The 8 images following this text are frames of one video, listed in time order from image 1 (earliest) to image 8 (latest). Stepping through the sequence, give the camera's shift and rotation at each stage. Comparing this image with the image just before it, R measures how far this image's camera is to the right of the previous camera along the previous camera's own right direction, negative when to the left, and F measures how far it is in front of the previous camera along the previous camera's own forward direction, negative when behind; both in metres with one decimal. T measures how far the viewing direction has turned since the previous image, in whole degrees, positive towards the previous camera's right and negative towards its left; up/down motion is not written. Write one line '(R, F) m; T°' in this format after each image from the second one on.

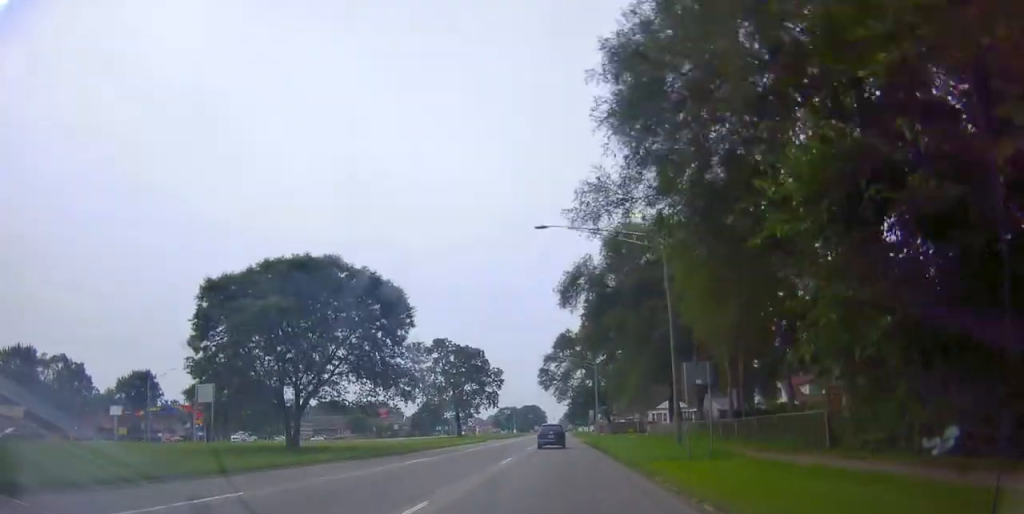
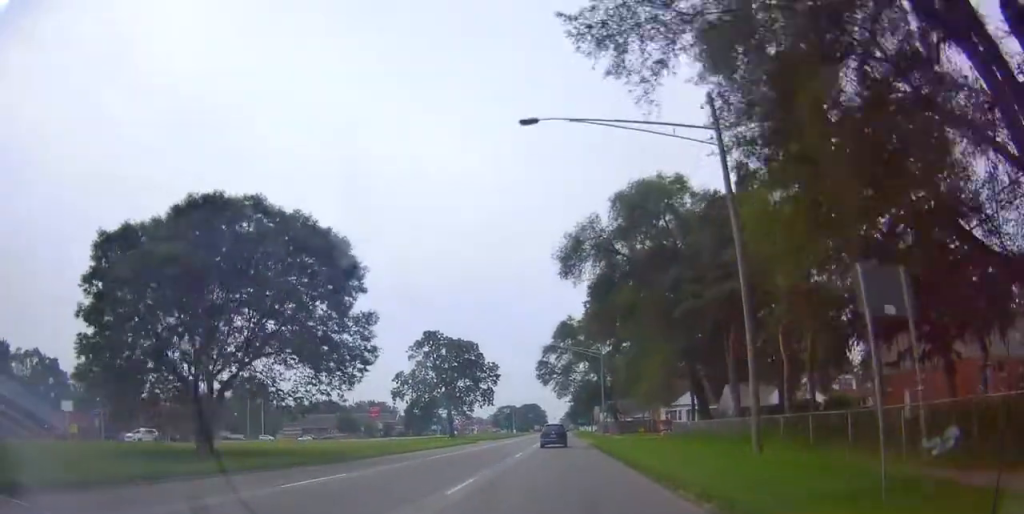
(0.0, +9.5) m; 0°
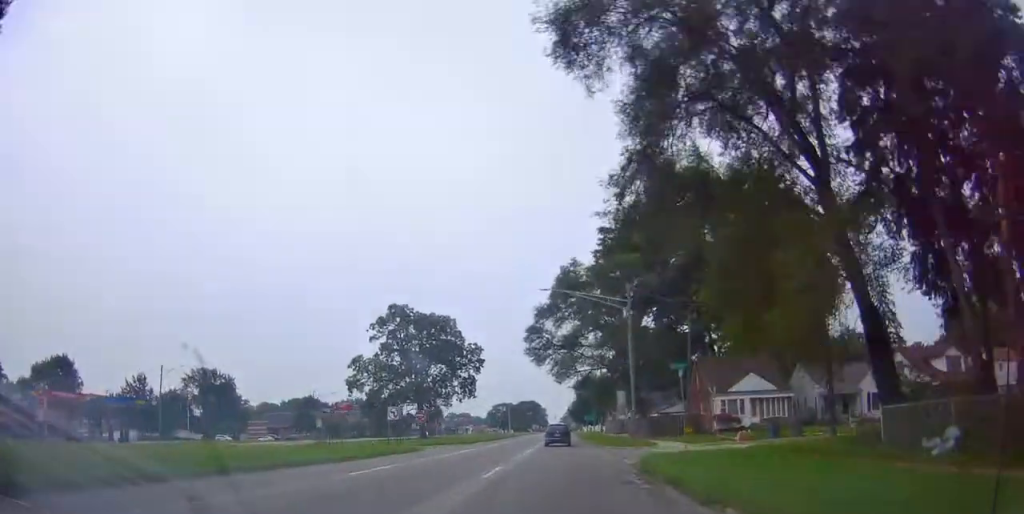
(0.0, +24.8) m; -1°
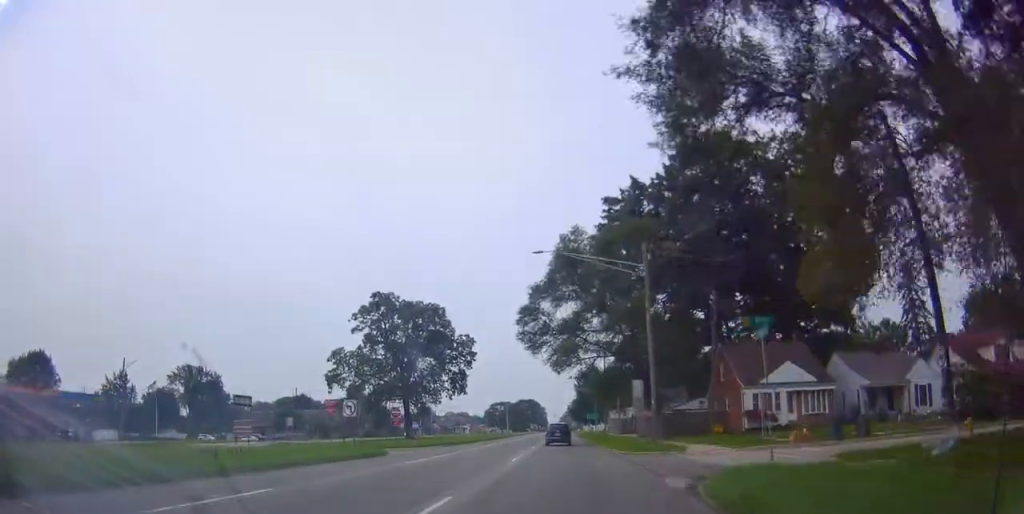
(+0.2, +8.2) m; -1°
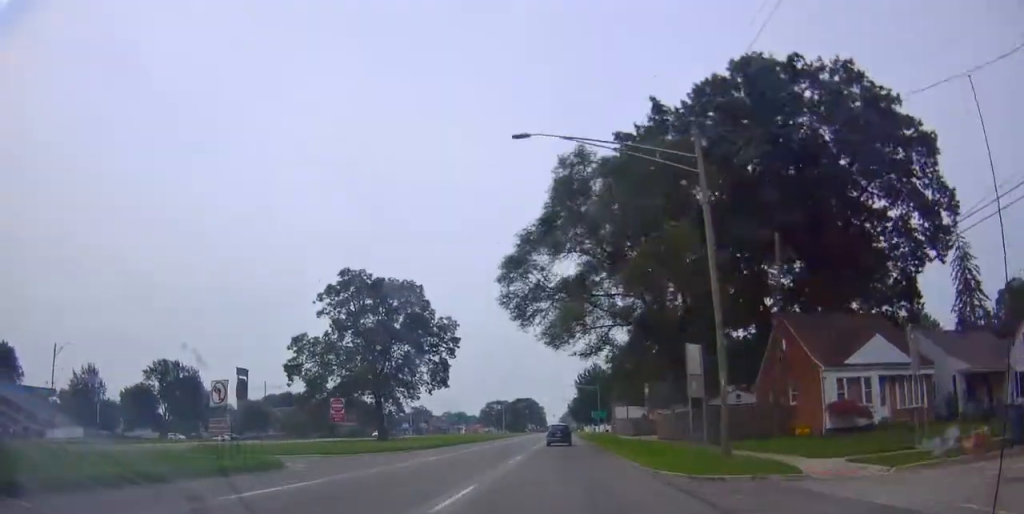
(-0.6, +13.1) m; -1°
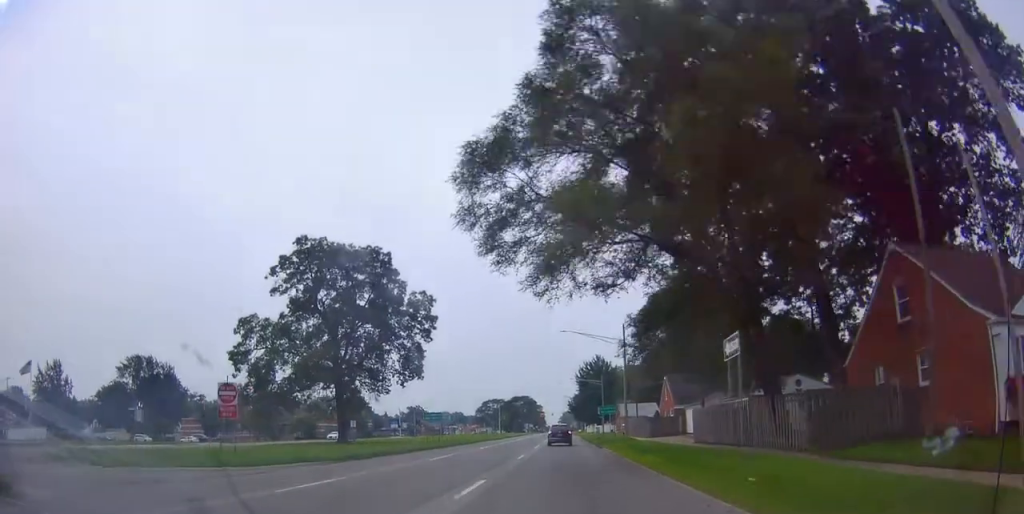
(0.0, +13.2) m; 0°
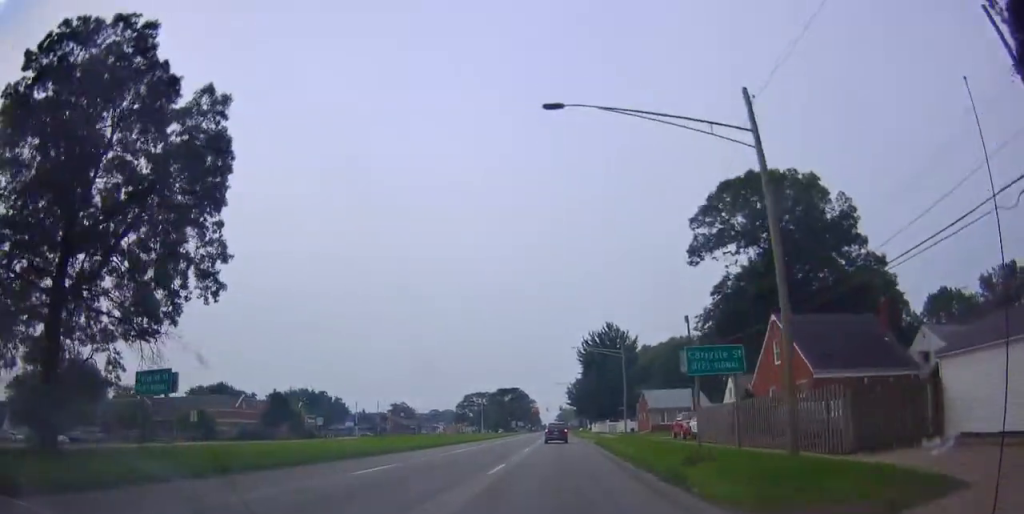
(+0.7, +40.6) m; +3°
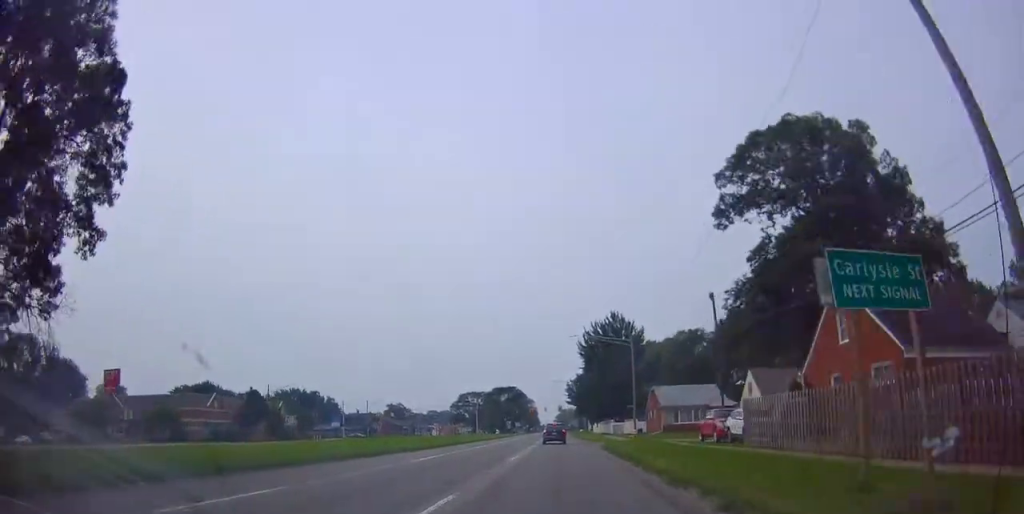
(+0.1, +9.4) m; +1°
